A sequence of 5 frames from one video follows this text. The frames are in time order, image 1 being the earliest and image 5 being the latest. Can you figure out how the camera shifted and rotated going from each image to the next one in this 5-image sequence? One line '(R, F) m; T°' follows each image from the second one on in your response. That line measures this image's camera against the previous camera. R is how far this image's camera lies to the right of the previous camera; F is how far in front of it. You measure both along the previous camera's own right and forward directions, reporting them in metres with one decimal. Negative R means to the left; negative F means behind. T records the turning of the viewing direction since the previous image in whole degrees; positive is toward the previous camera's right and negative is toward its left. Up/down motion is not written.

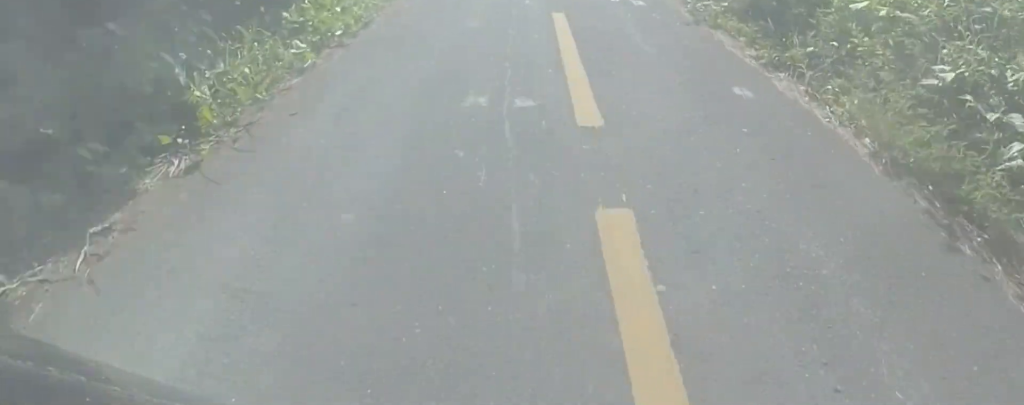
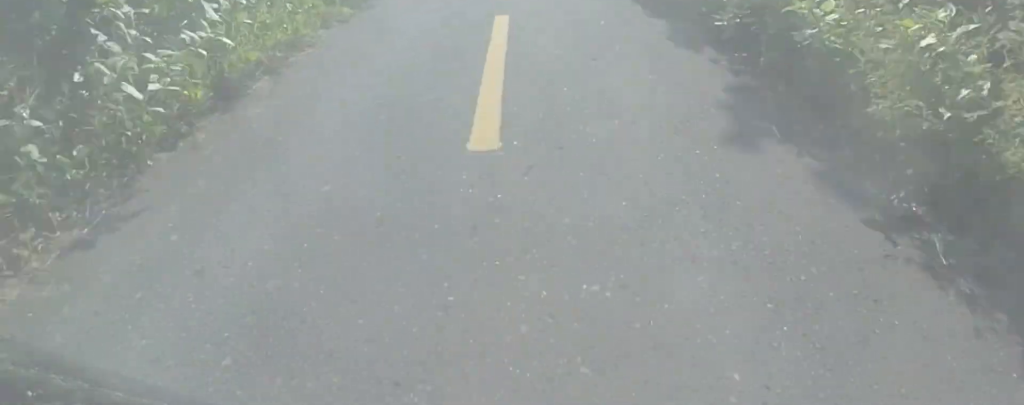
(-4.0, +33.2) m; -1°
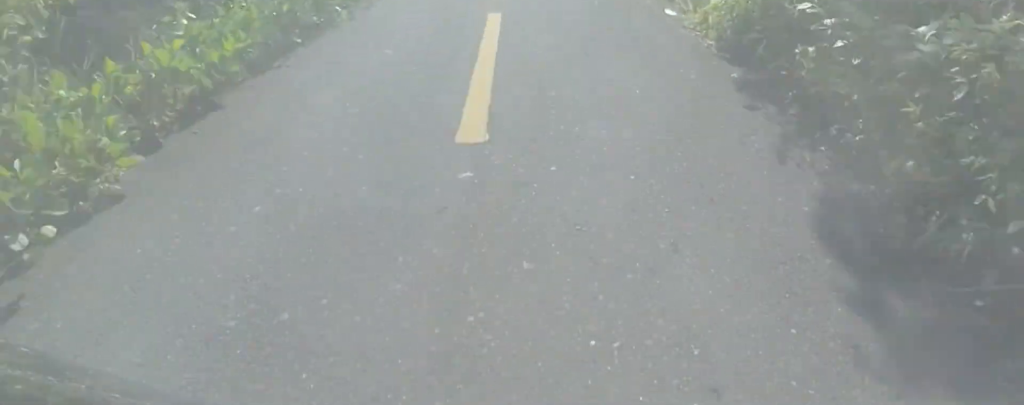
(+1.1, +8.2) m; -1°
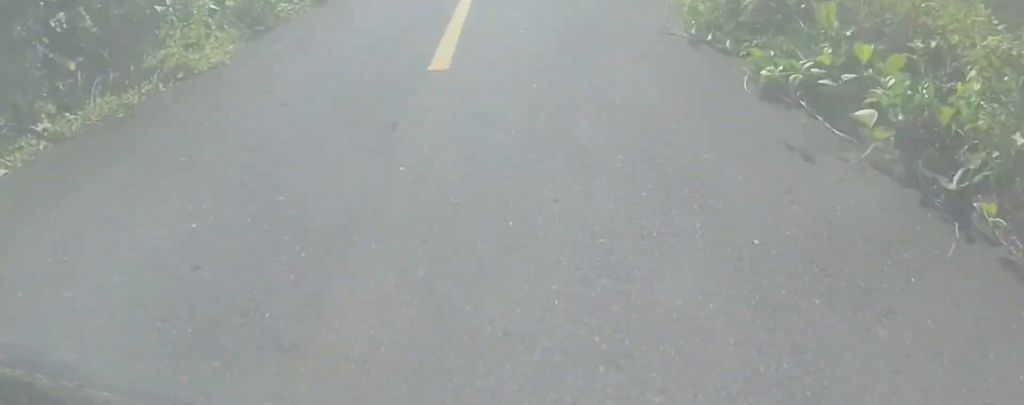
(-2.7, +32.4) m; -4°
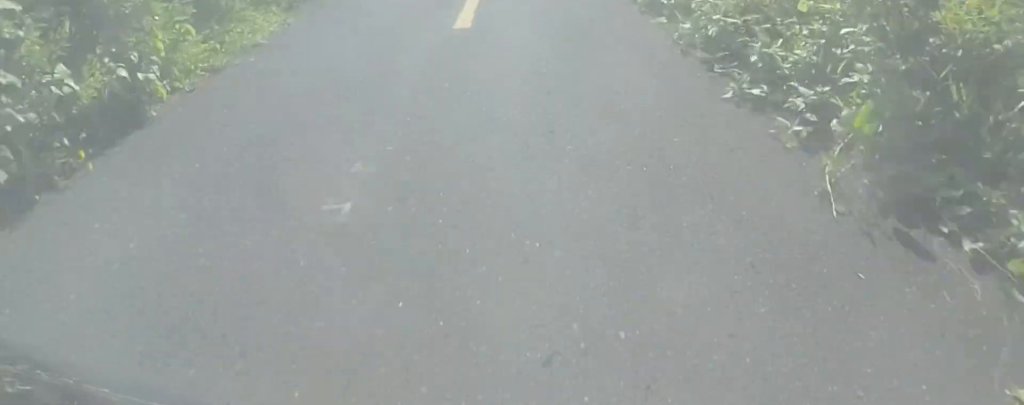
(-0.4, +16.0) m; 0°
